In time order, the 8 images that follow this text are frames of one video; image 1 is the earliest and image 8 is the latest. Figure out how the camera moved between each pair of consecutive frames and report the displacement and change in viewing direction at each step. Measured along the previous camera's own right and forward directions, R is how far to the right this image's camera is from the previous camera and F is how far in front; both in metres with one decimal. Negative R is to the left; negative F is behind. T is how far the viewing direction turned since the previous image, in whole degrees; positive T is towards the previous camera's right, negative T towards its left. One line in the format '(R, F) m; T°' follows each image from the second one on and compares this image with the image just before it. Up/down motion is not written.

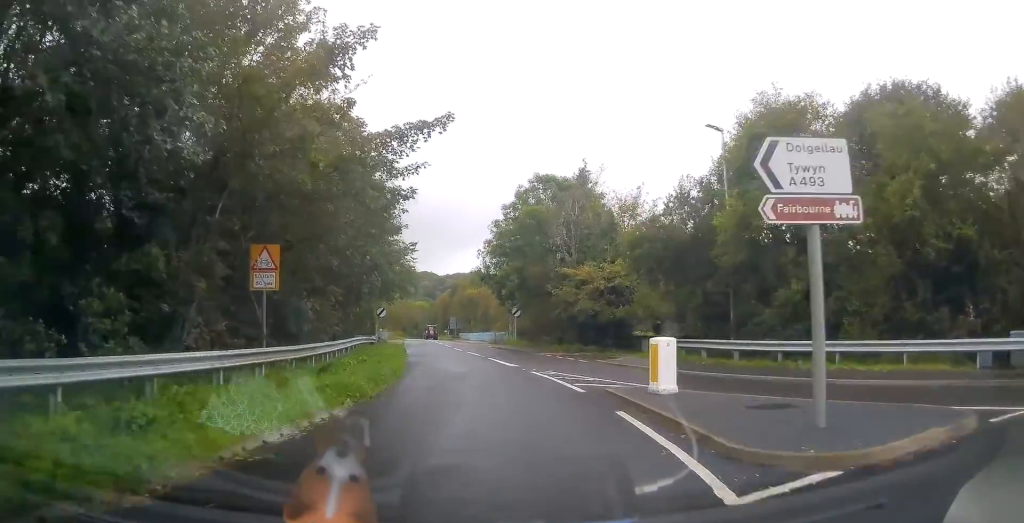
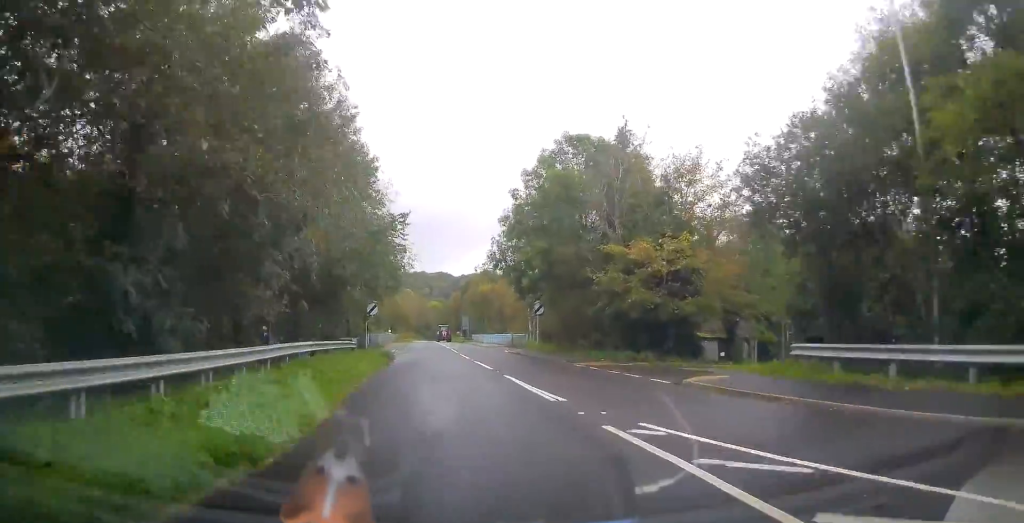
(-0.1, +10.1) m; -2°
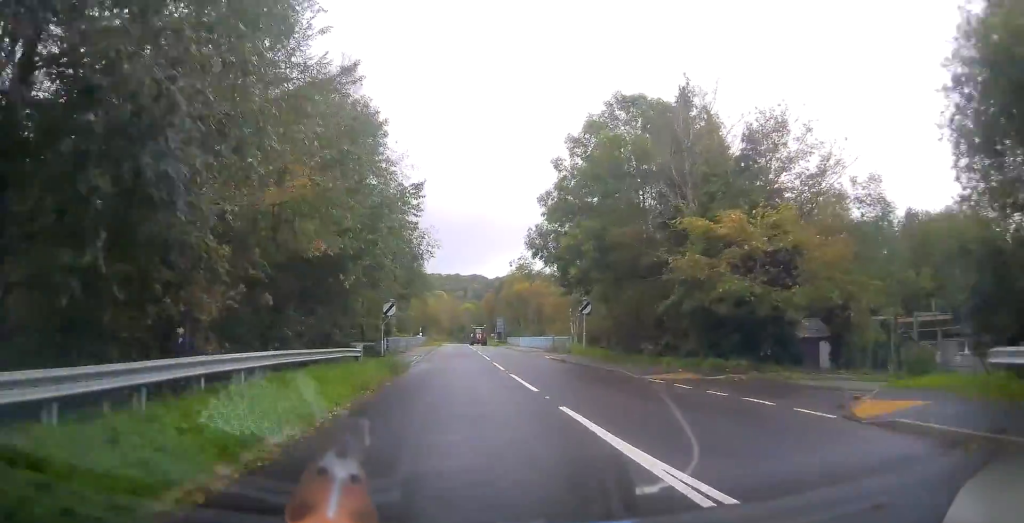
(-0.1, +6.6) m; -2°
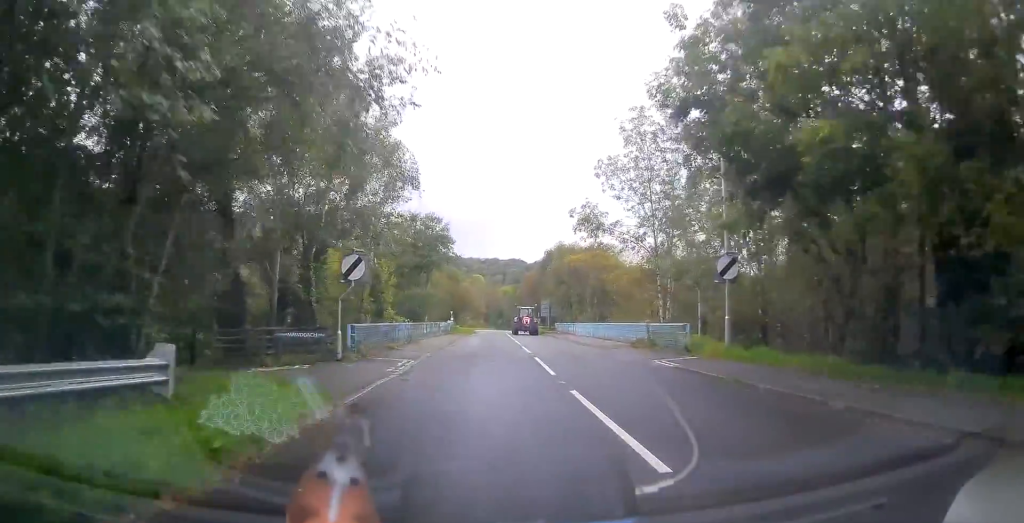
(-0.4, +18.3) m; -5°
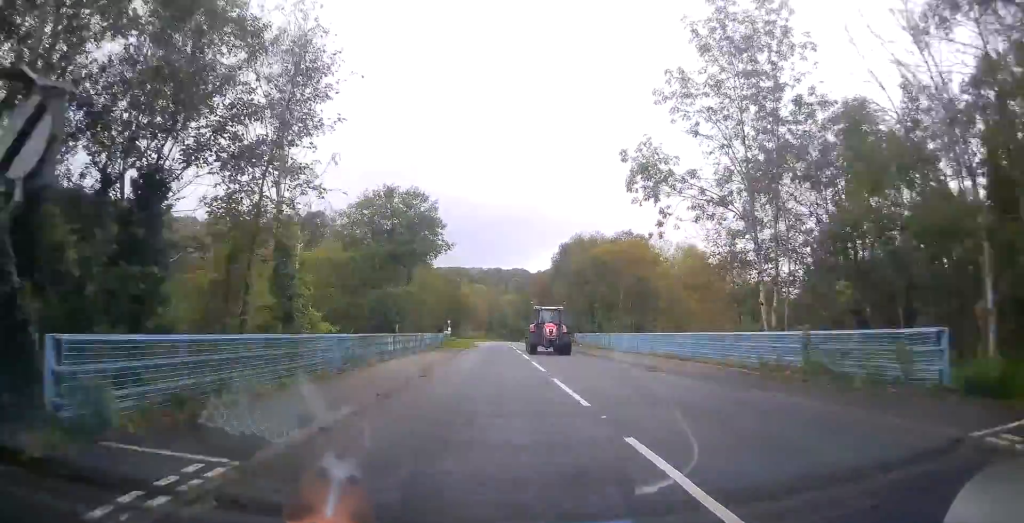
(-0.9, +14.5) m; -2°
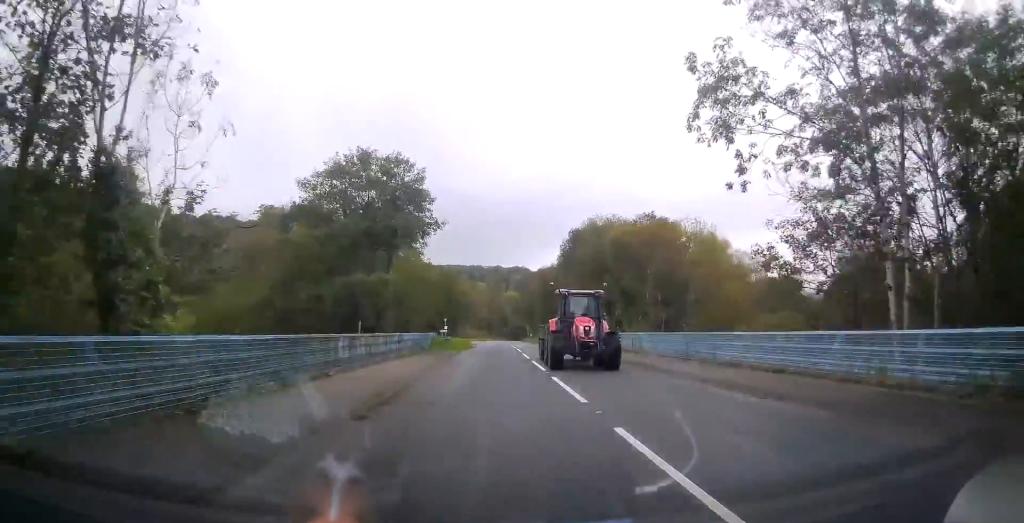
(+0.4, +8.2) m; +2°
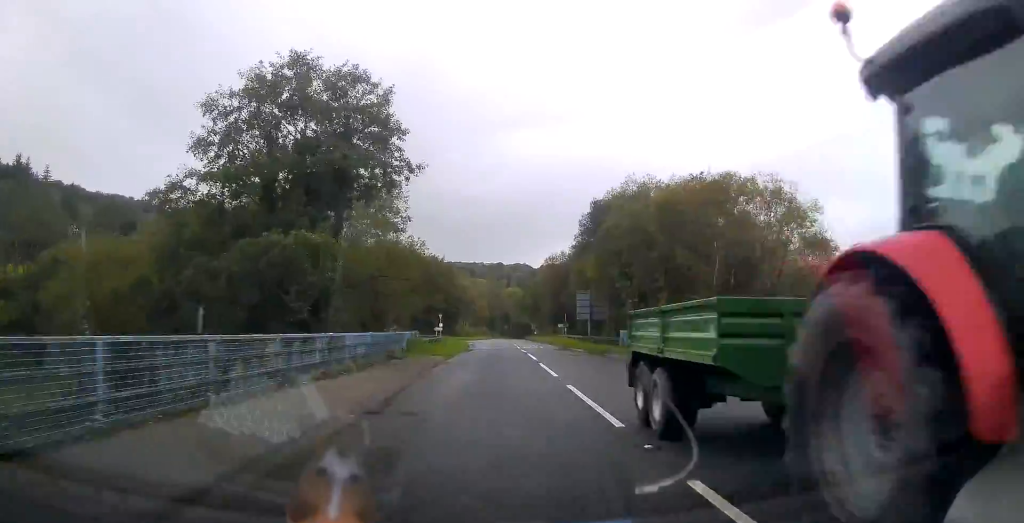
(+0.2, +11.6) m; +1°
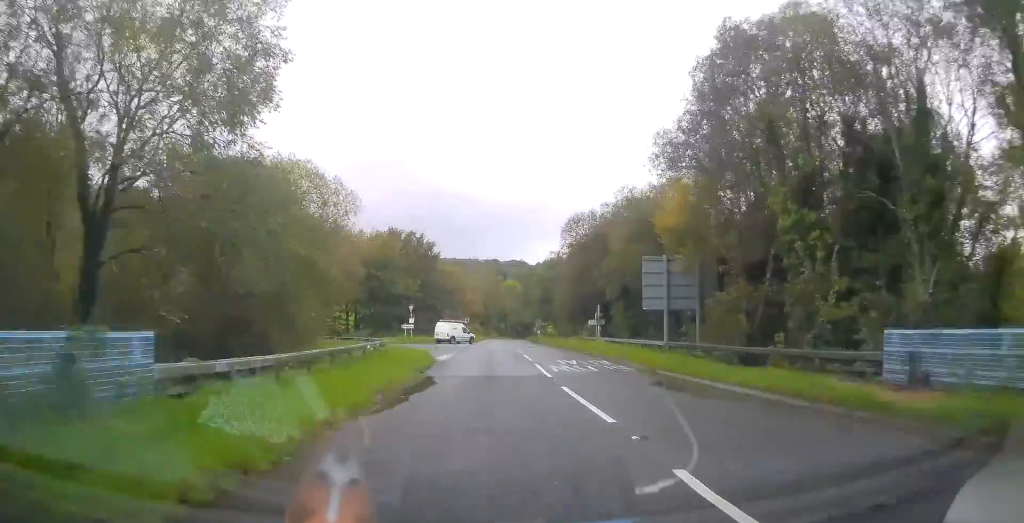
(-0.1, +26.1) m; 0°
